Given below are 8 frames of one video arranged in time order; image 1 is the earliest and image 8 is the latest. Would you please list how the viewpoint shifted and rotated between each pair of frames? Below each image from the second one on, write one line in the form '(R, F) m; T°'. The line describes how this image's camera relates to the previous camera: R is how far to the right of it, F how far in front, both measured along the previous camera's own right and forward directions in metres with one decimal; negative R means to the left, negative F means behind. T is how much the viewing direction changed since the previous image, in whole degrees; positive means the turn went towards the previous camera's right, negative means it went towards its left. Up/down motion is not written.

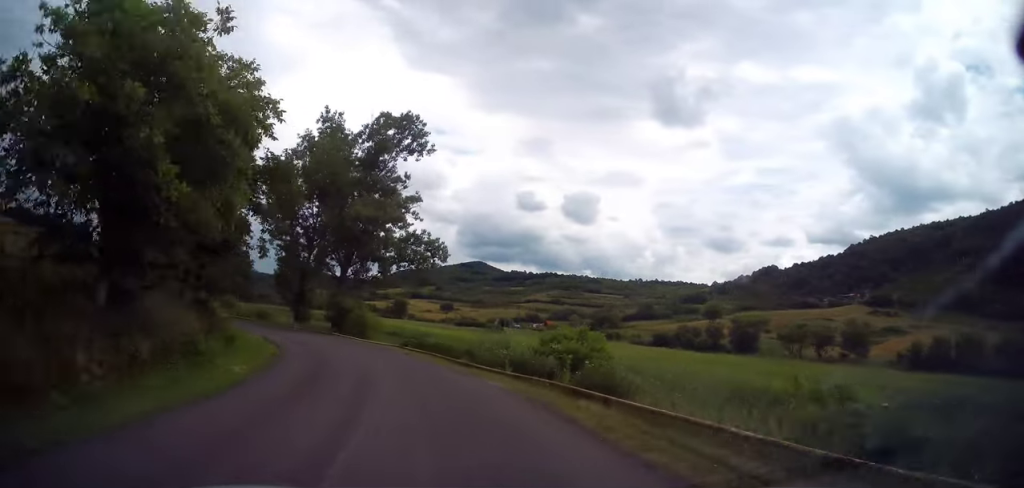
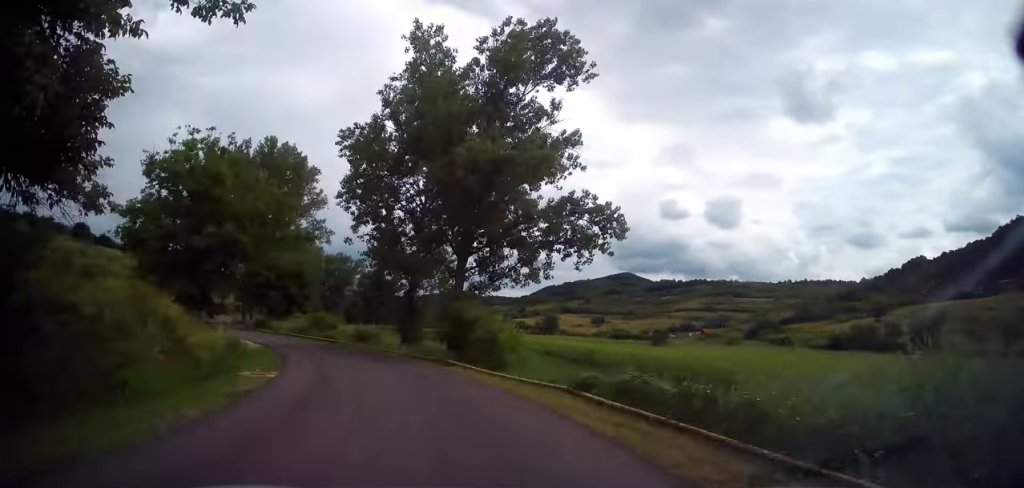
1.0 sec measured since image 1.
(-2.1, +16.9) m; -14°
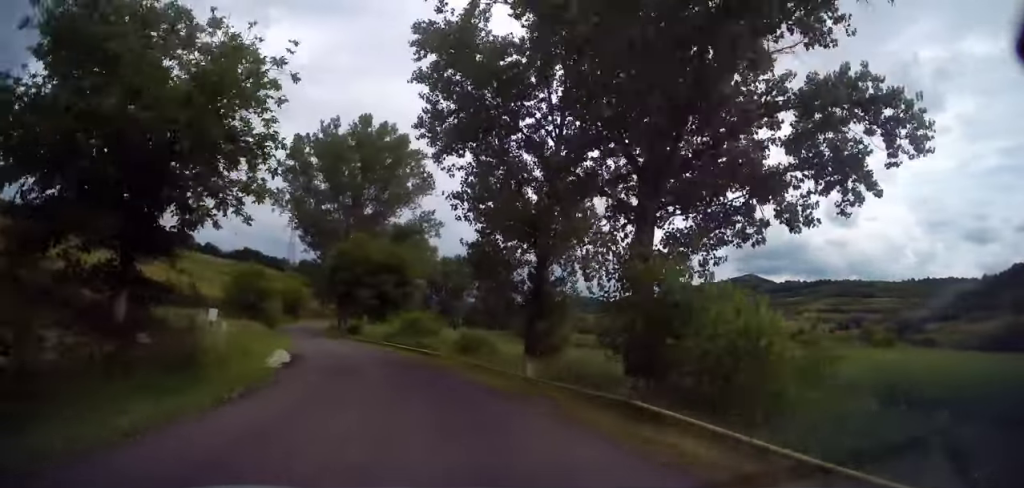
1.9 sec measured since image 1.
(-1.8, +14.7) m; -12°
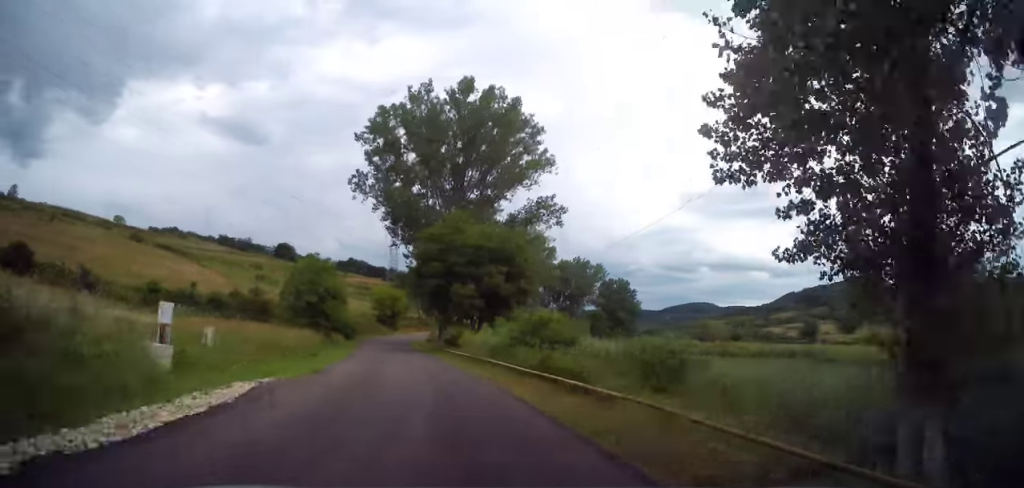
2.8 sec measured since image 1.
(-1.8, +16.1) m; -11°
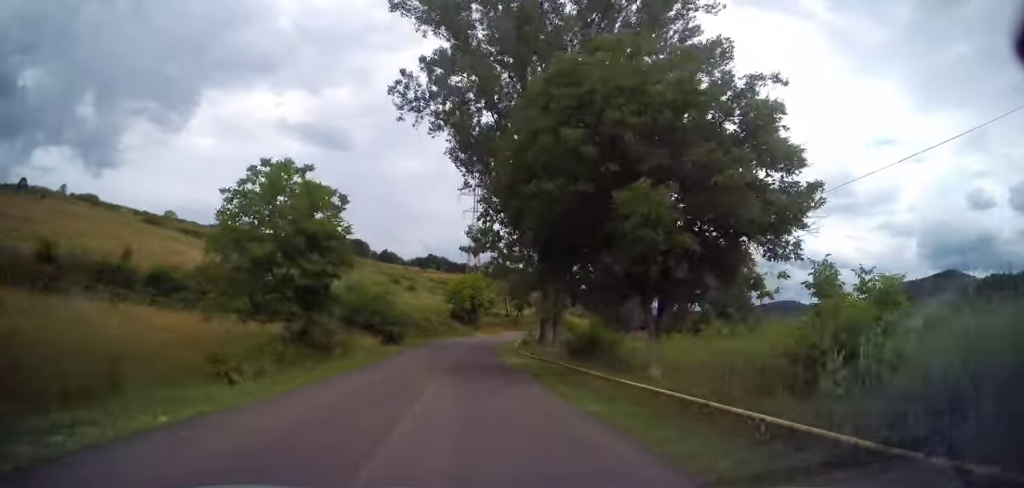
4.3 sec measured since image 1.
(-3.2, +26.1) m; -10°
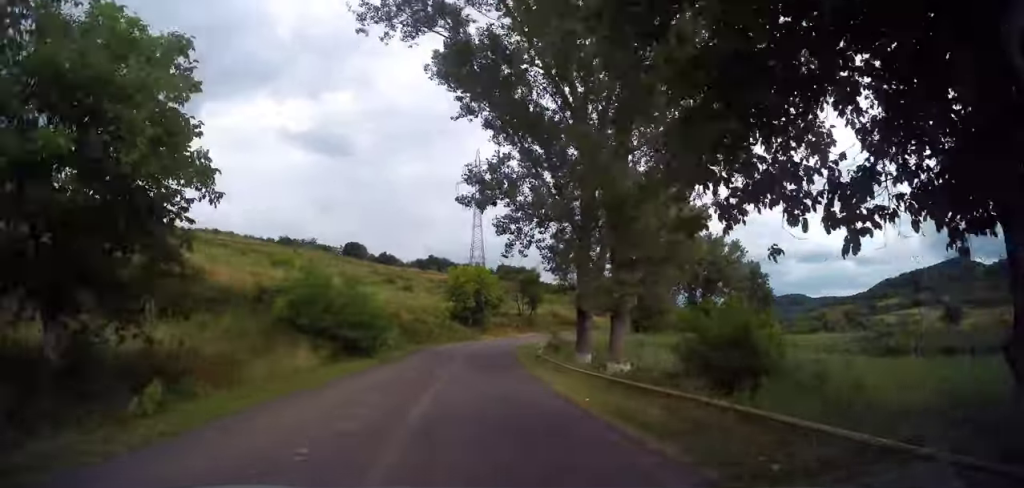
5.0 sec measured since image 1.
(-0.3, +14.2) m; -1°
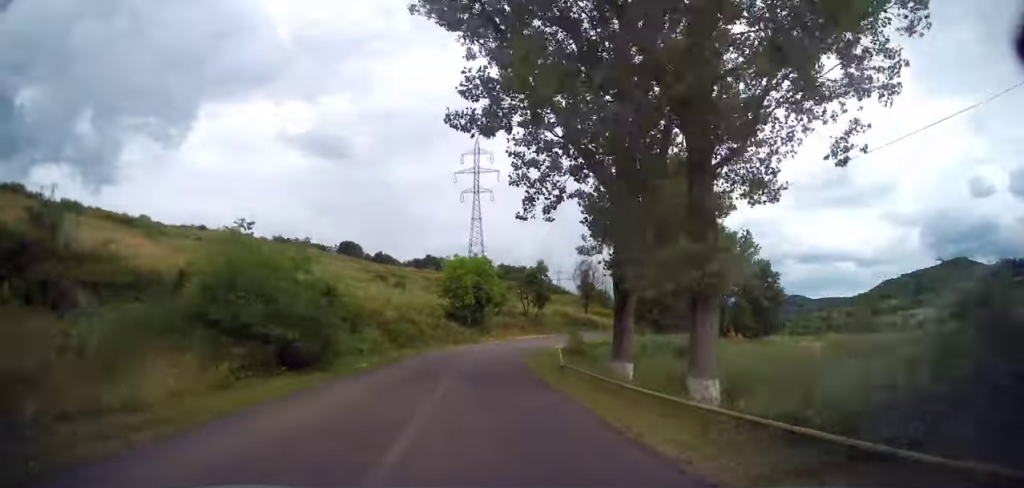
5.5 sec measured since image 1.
(-0.1, +8.9) m; +1°
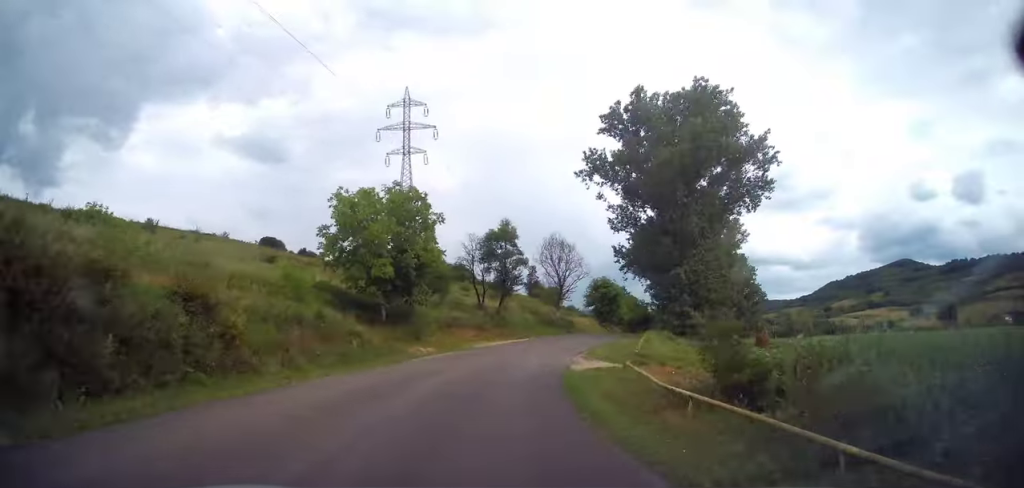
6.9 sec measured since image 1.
(+0.7, +26.0) m; +8°
